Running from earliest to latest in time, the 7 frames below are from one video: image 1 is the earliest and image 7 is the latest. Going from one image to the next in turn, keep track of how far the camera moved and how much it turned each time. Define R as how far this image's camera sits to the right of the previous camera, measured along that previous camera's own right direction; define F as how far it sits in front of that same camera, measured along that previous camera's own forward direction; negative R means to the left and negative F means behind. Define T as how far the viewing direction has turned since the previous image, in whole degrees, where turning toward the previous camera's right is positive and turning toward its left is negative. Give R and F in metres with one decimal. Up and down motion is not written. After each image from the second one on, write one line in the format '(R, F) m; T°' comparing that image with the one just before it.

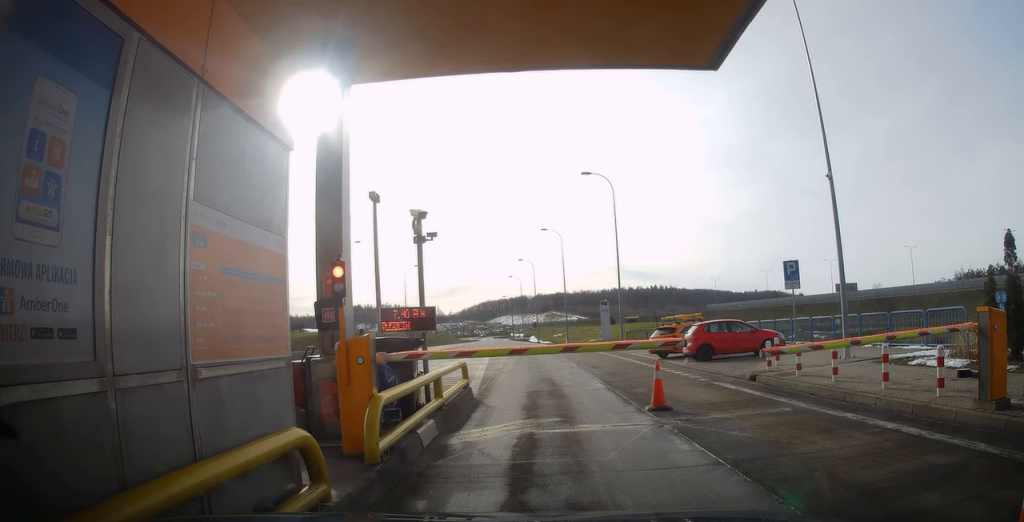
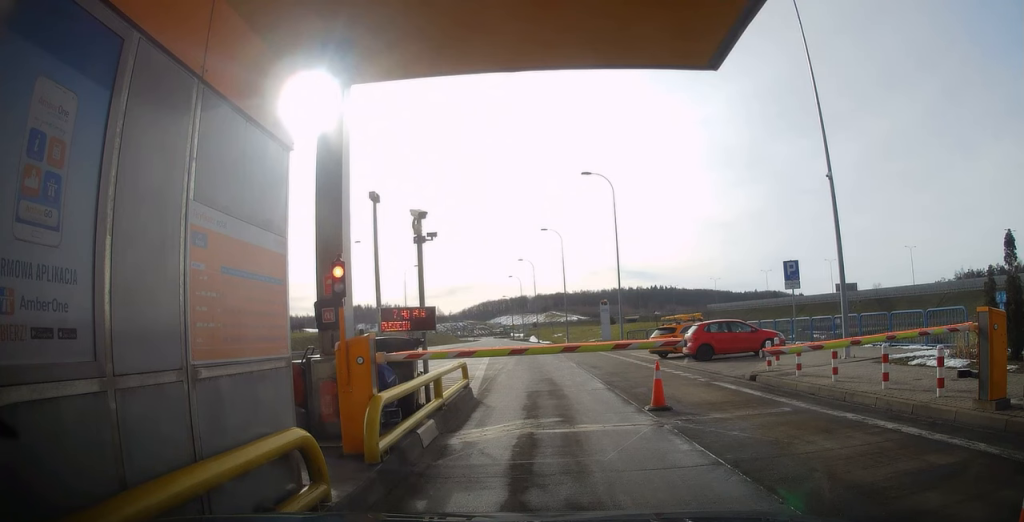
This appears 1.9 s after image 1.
(0.0, 0.0) m; 0°
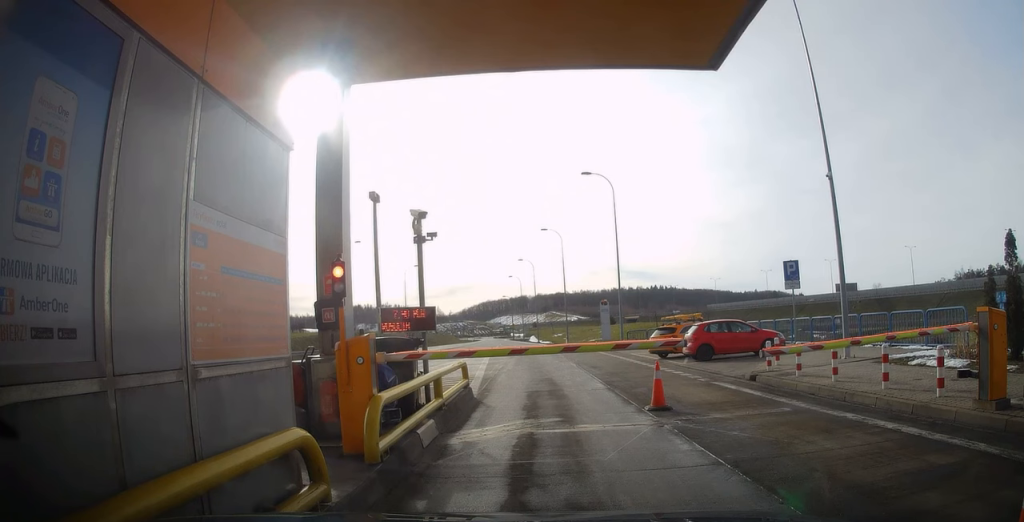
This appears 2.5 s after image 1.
(0.0, 0.0) m; 0°
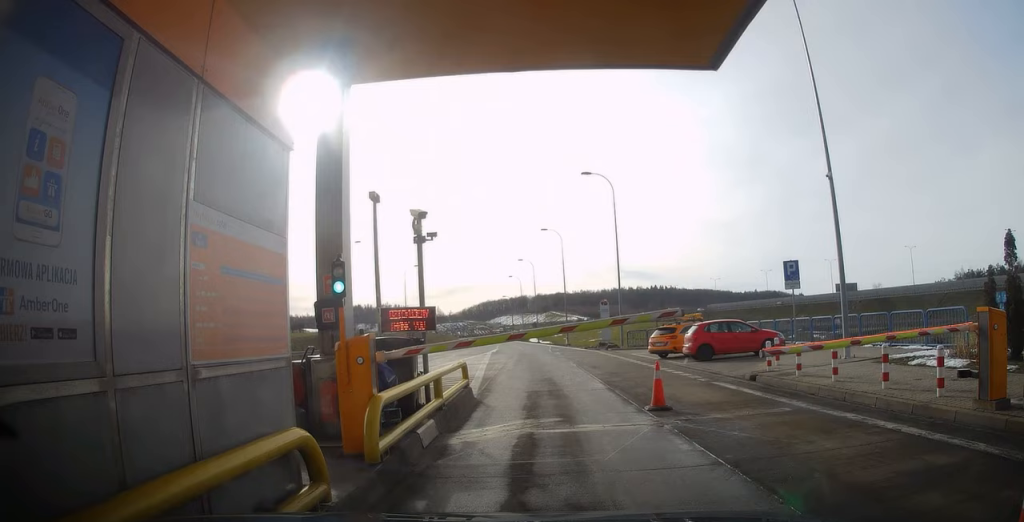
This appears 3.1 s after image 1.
(0.0, 0.0) m; 0°
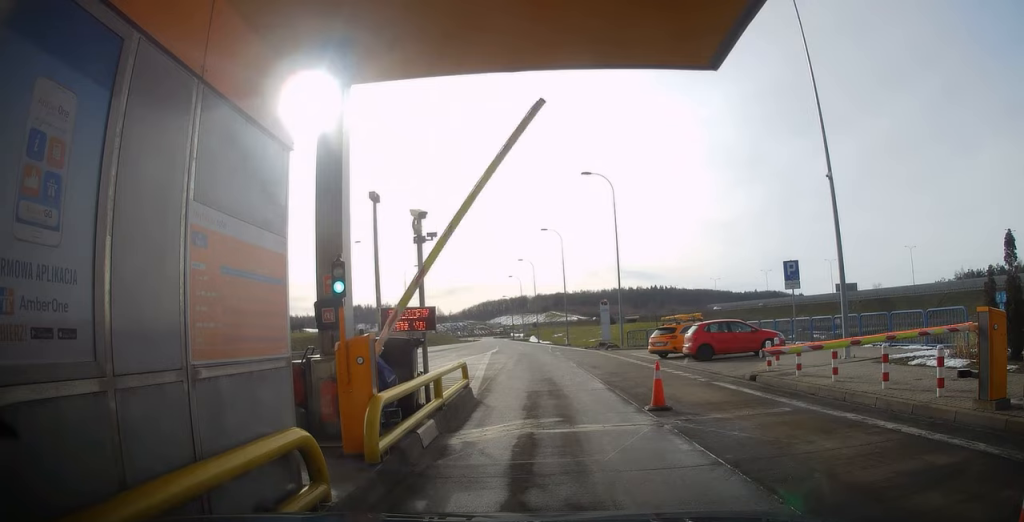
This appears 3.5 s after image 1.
(0.0, 0.0) m; 0°
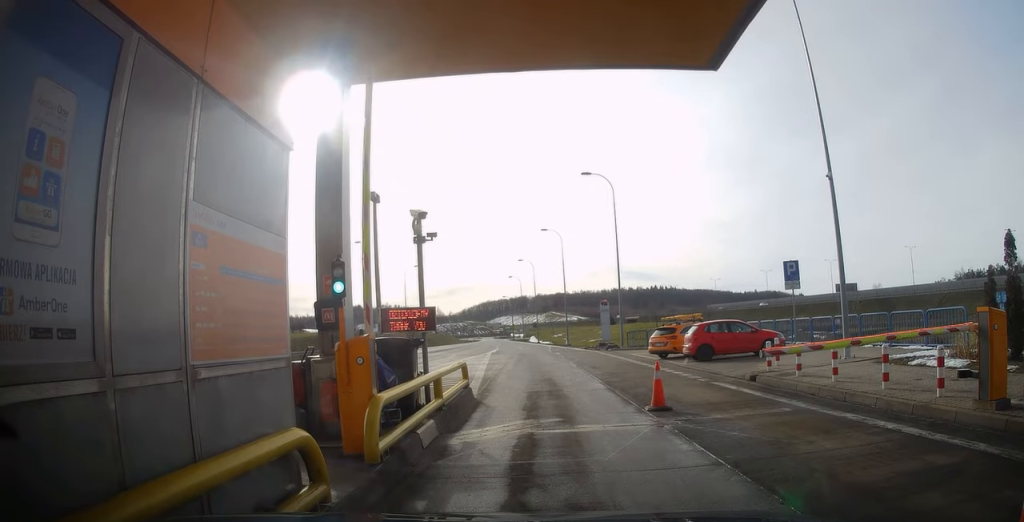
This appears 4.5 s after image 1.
(0.0, 0.0) m; 0°
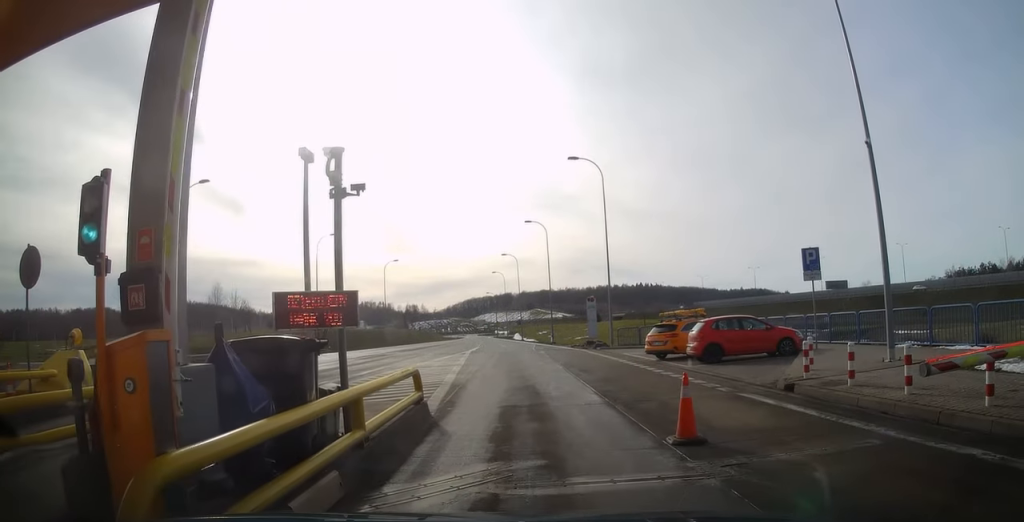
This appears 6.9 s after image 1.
(+0.1, +1.1) m; +1°
